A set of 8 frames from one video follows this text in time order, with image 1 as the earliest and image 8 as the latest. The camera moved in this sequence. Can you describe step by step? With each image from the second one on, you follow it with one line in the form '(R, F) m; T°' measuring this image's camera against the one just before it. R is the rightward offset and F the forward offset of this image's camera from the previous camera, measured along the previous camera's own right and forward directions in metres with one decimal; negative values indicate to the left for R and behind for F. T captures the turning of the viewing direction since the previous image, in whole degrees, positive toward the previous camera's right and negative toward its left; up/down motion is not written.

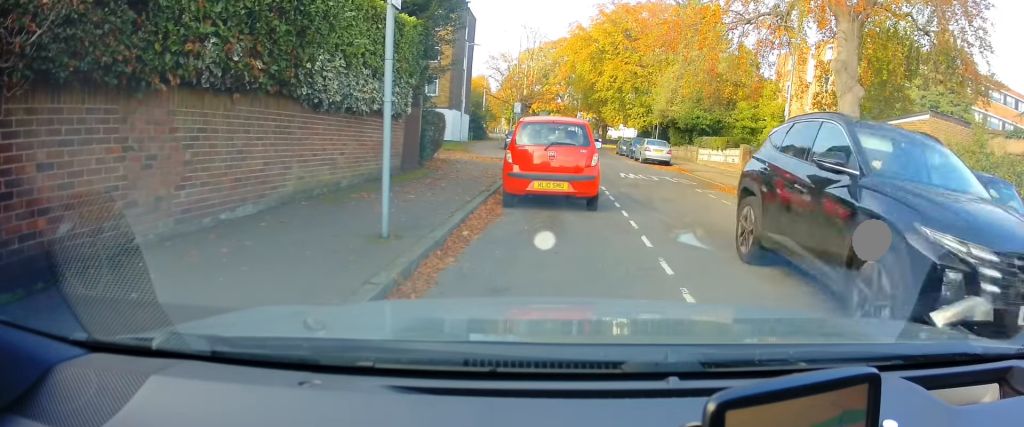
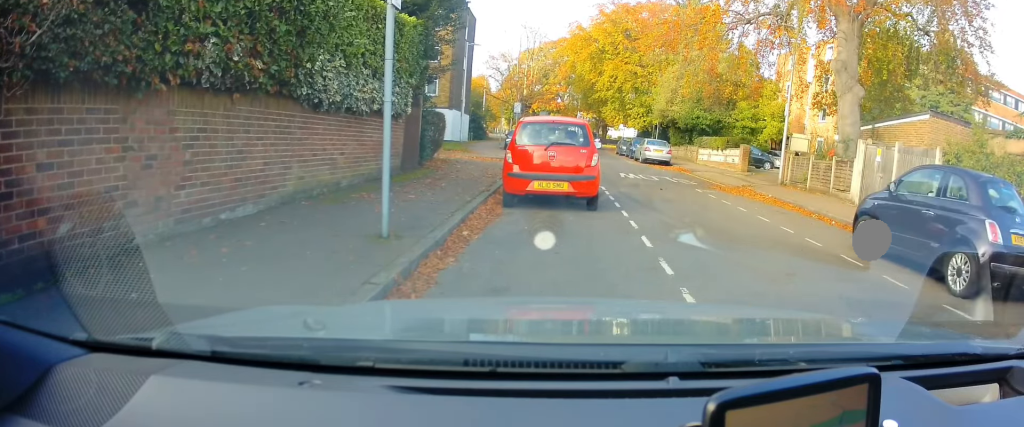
(0.0, 0.0) m; 0°
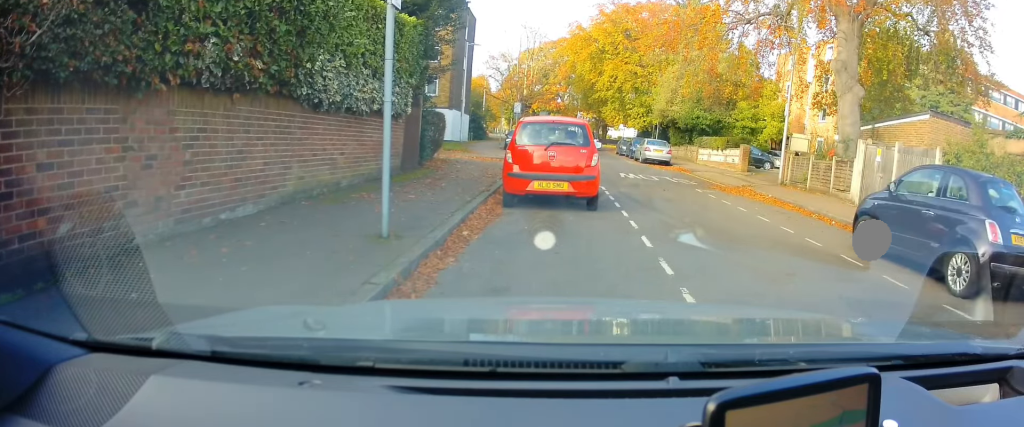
(0.0, 0.0) m; 0°
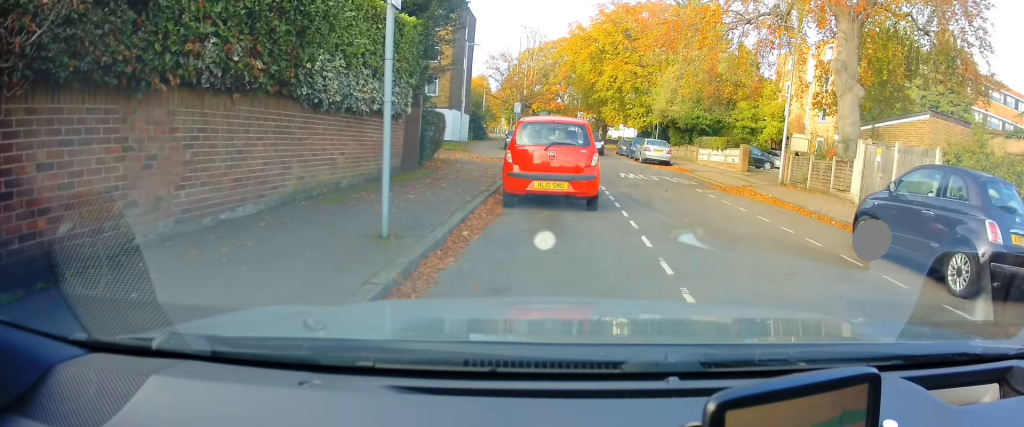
(0.0, 0.0) m; 0°
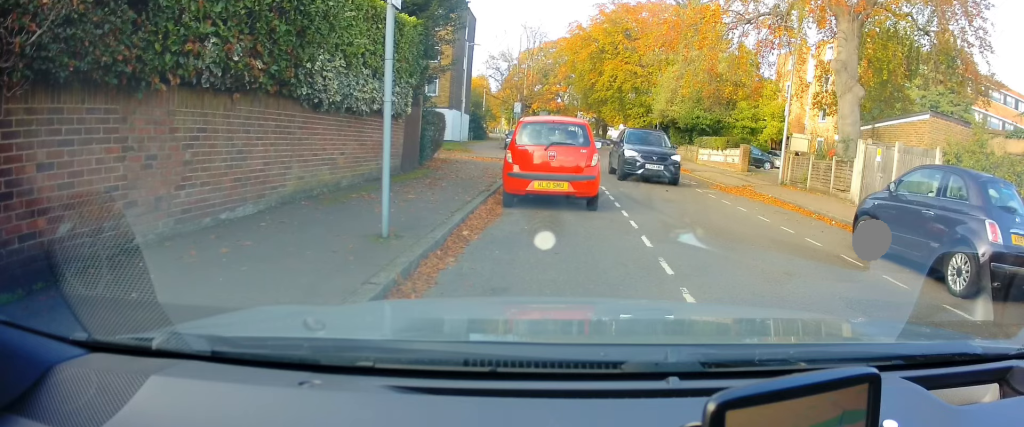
(0.0, +0.1) m; 0°
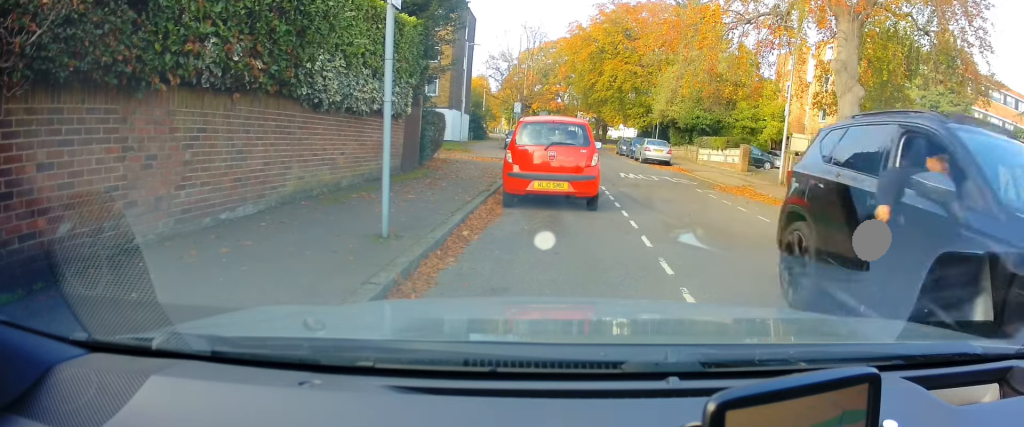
(0.0, 0.0) m; 0°
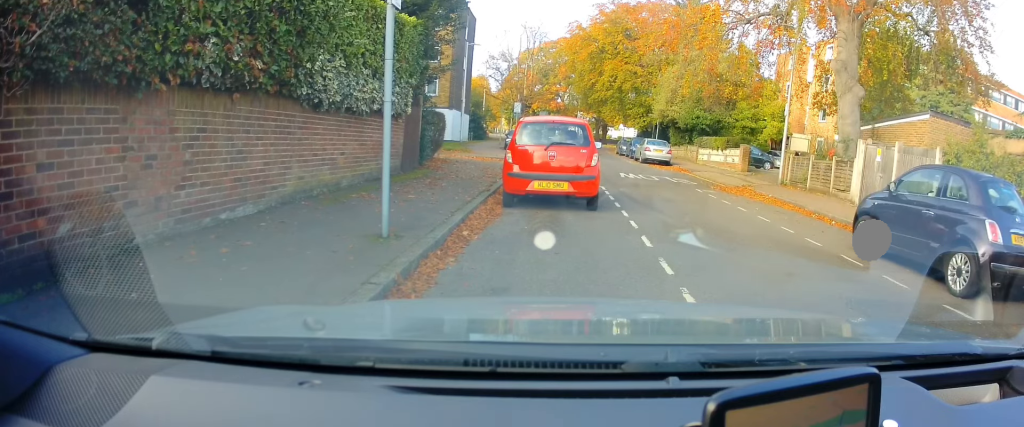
(0.0, 0.0) m; 0°
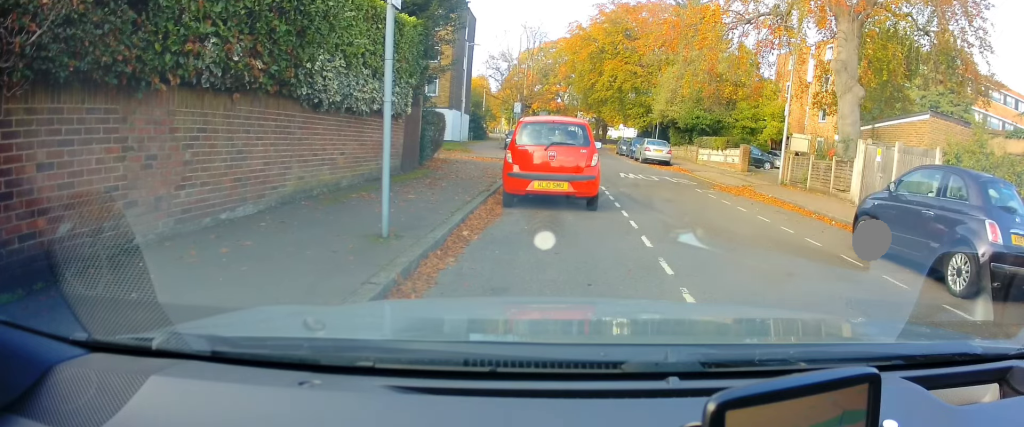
(0.0, 0.0) m; 0°
